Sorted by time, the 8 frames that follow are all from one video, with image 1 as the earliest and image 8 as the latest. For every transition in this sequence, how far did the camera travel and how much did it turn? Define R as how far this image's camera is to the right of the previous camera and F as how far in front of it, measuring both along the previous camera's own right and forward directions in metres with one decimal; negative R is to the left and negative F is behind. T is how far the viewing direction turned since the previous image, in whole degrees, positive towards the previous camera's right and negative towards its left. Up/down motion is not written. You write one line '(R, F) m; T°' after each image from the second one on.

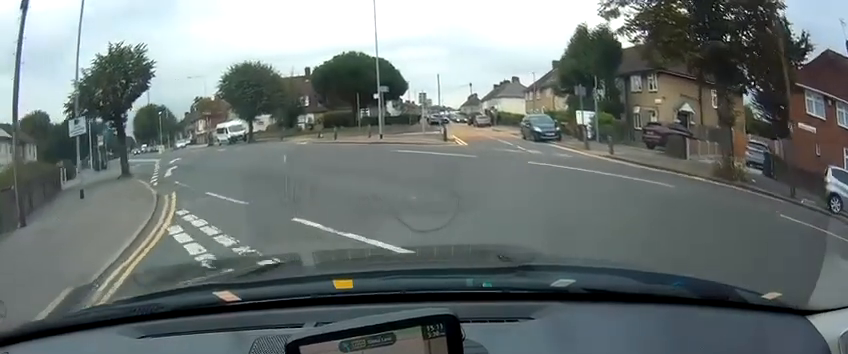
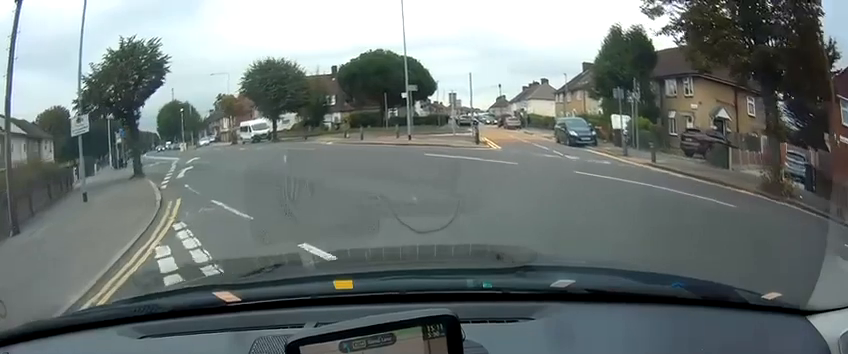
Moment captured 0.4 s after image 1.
(-0.2, +1.4) m; -5°
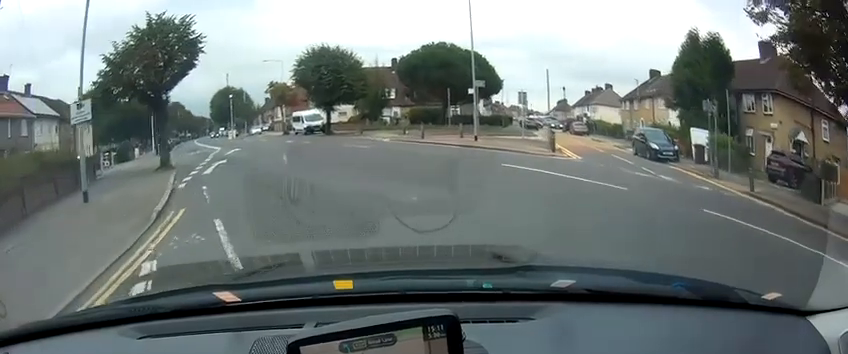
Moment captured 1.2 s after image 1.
(-0.4, +2.5) m; -5°
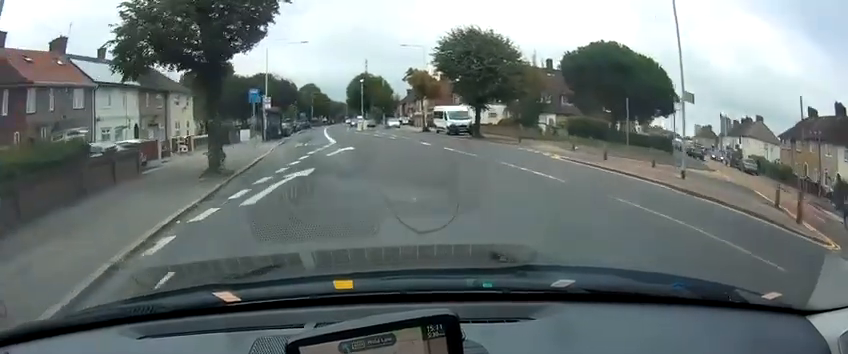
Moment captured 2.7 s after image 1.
(-0.1, +5.8) m; -9°
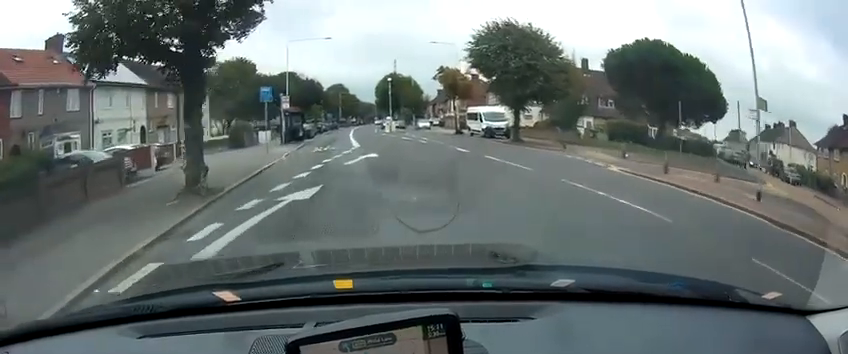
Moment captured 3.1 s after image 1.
(-0.1, +1.6) m; -4°
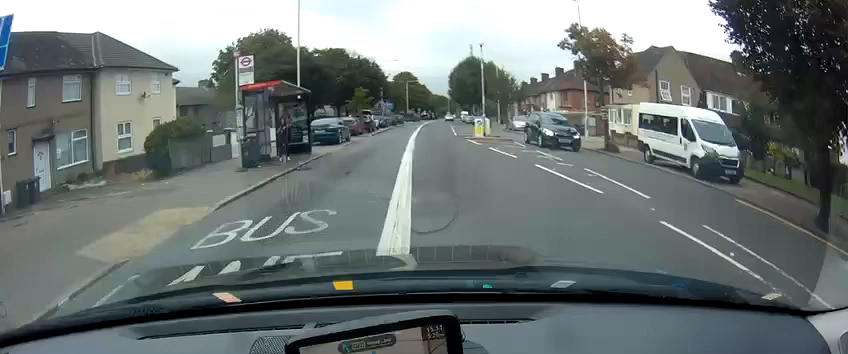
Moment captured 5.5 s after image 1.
(-0.9, +21.9) m; -4°
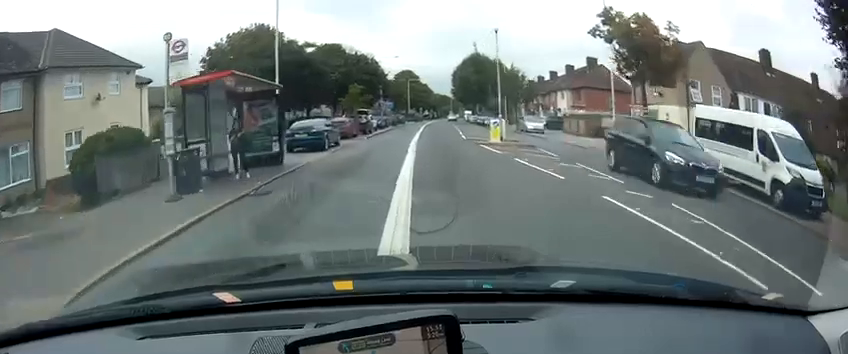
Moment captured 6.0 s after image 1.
(-0.3, +4.7) m; +2°
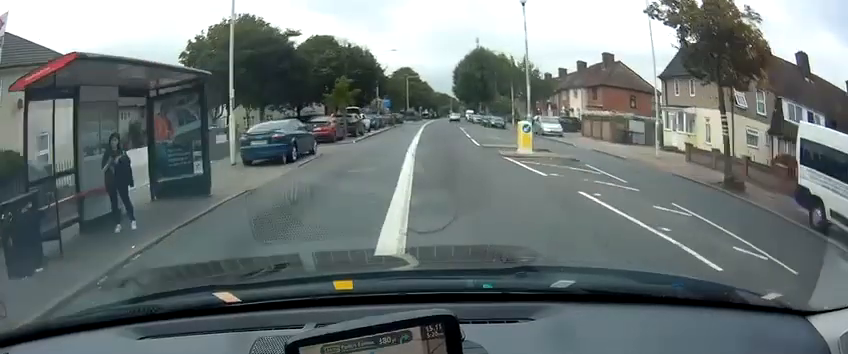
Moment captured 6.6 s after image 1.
(+0.4, +5.8) m; +1°
